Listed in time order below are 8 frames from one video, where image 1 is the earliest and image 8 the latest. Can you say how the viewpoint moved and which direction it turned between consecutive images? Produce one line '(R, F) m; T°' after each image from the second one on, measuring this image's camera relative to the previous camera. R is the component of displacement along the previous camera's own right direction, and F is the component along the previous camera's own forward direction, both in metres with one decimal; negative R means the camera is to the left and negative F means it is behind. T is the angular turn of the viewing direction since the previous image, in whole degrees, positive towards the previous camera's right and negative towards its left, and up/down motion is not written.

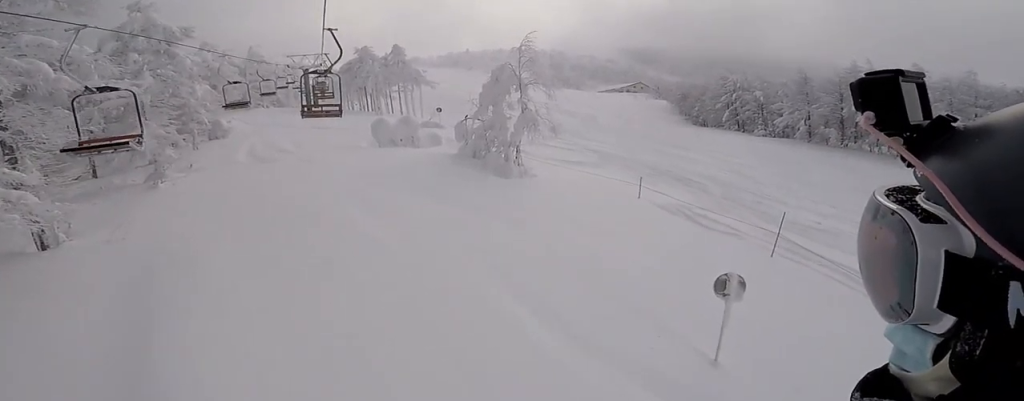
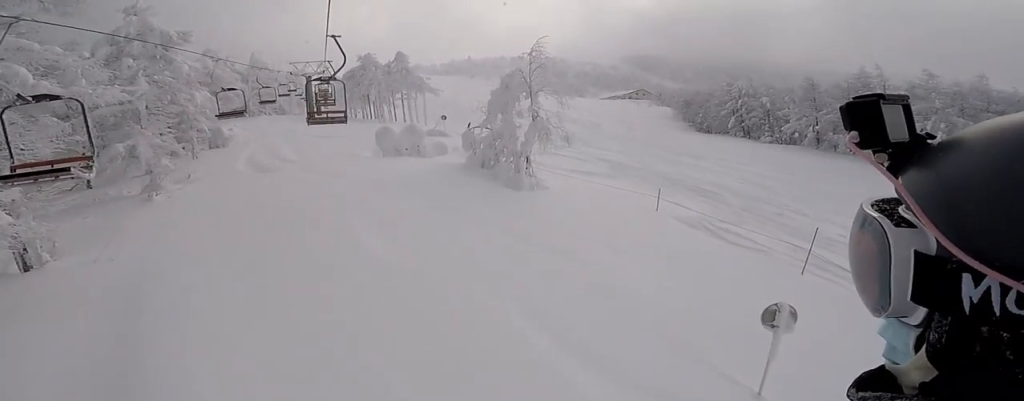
(0.0, +1.0) m; 0°
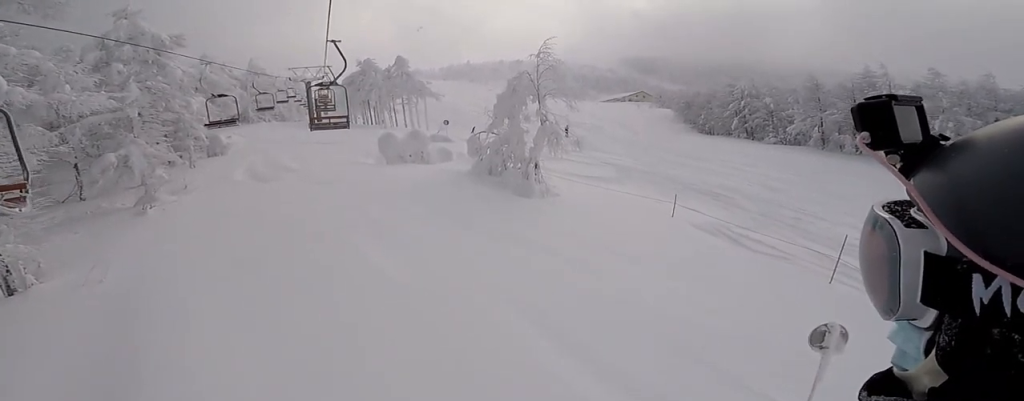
(0.0, +0.8) m; 0°
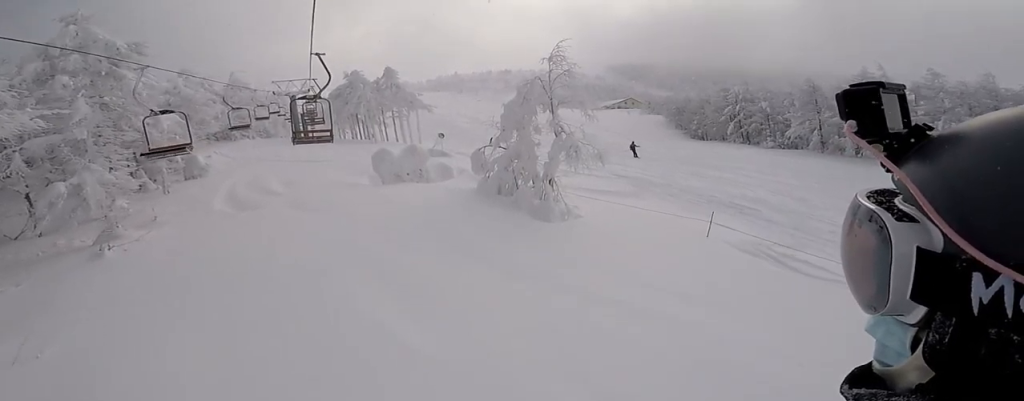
(0.0, +2.3) m; 0°
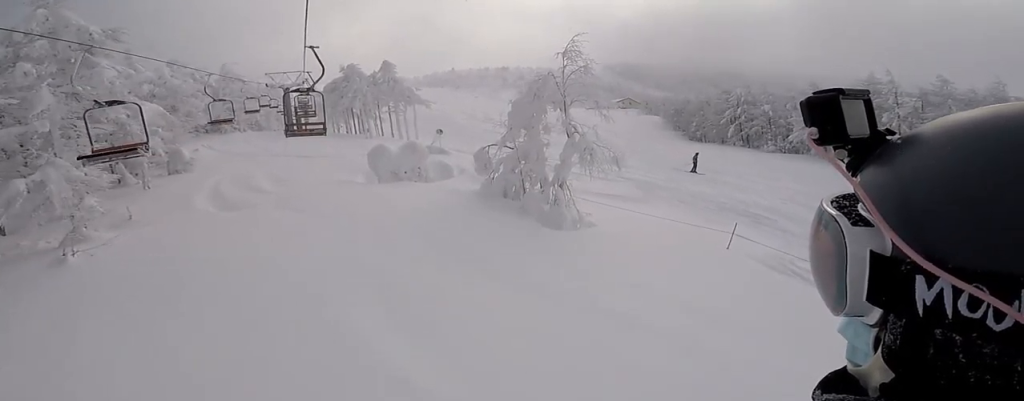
(0.0, +1.3) m; 0°
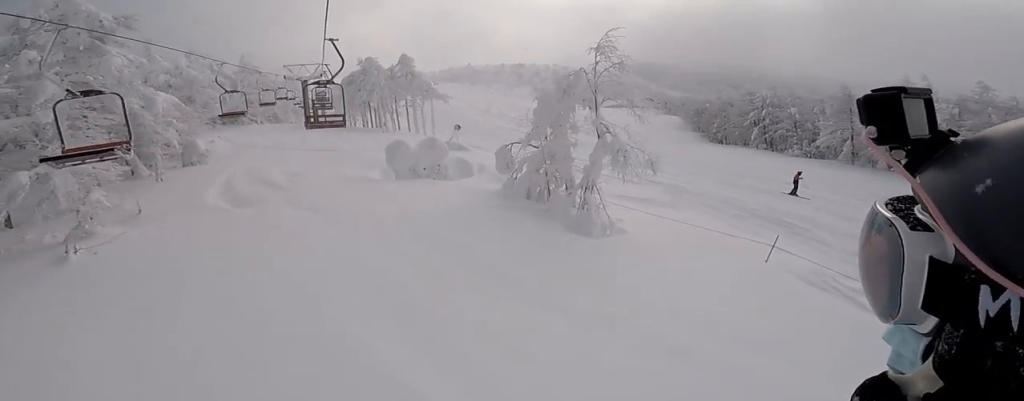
(0.0, +0.9) m; 0°
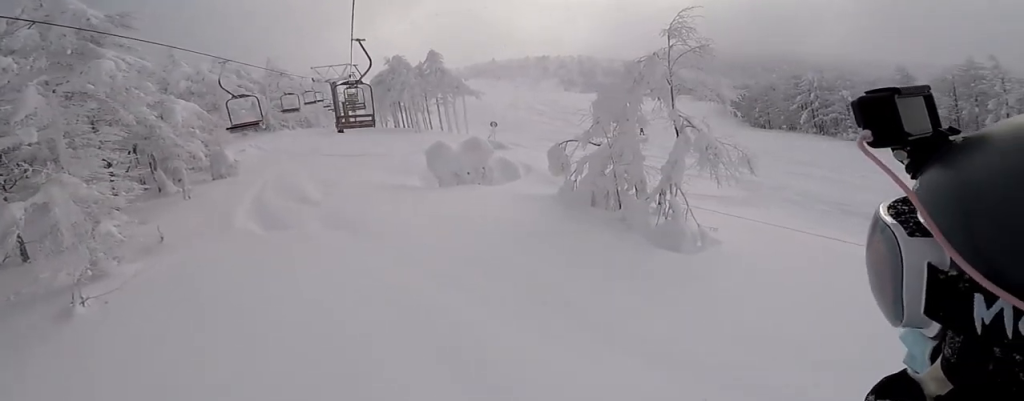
(0.0, +2.2) m; 0°
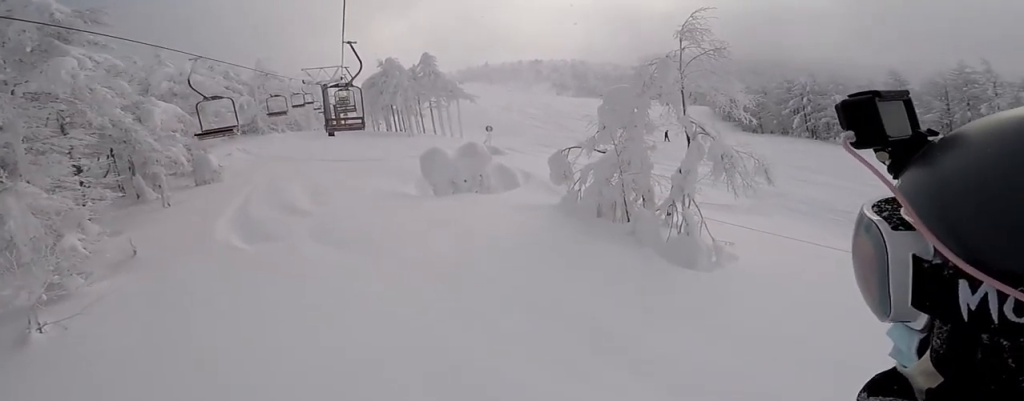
(0.0, +0.9) m; 0°
